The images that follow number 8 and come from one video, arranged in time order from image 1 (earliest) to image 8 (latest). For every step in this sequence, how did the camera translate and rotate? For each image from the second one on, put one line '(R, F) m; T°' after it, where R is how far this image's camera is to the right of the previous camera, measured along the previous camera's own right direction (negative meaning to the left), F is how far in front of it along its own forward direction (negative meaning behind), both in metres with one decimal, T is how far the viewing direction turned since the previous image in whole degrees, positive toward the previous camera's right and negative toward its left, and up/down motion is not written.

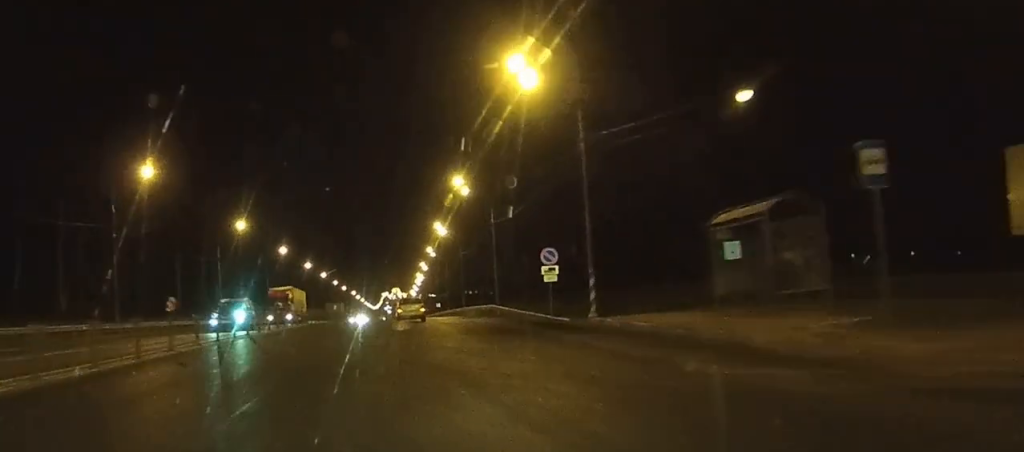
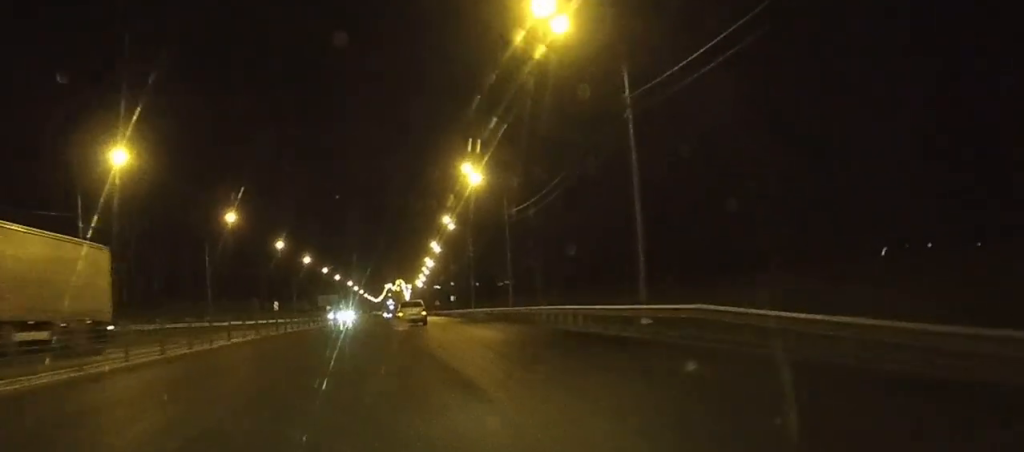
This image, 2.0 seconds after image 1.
(-0.3, +42.5) m; 0°
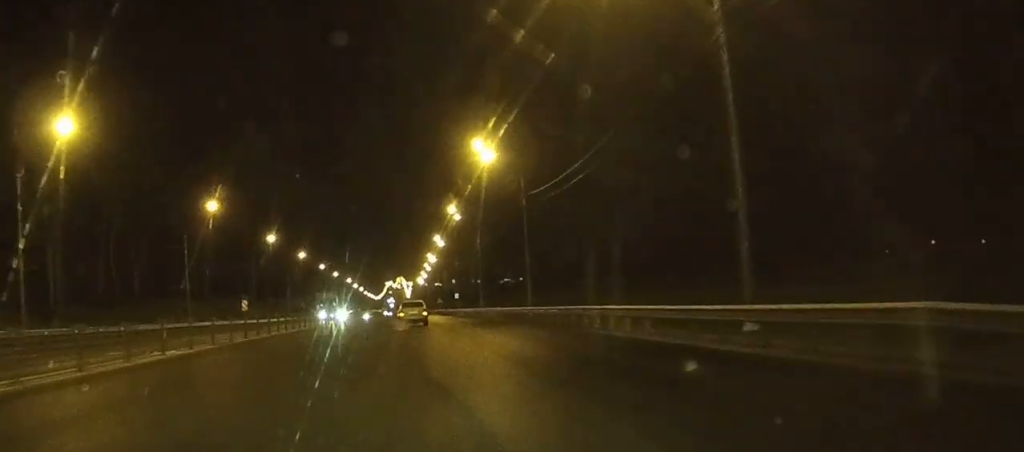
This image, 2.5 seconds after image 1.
(0.0, +9.0) m; 0°
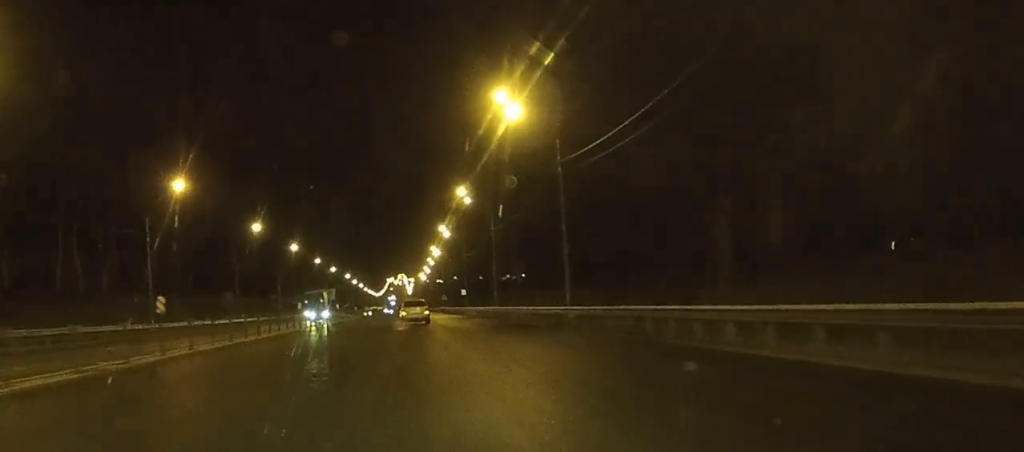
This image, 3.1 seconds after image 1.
(0.0, +12.5) m; 0°
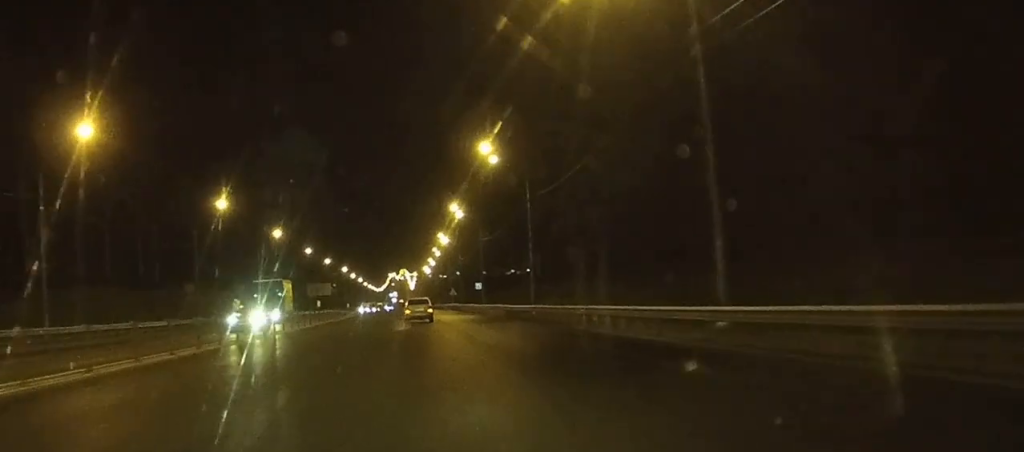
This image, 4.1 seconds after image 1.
(0.0, +20.8) m; 0°
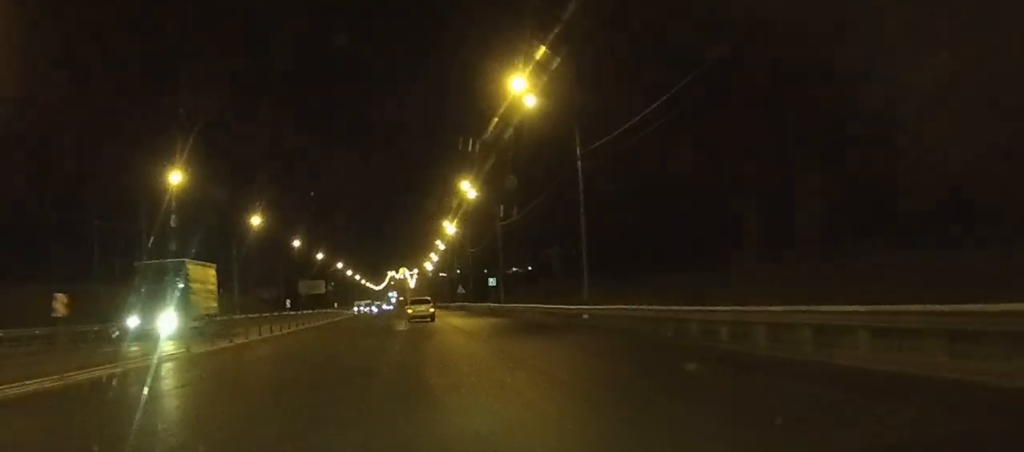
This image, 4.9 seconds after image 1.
(0.0, +16.7) m; 0°
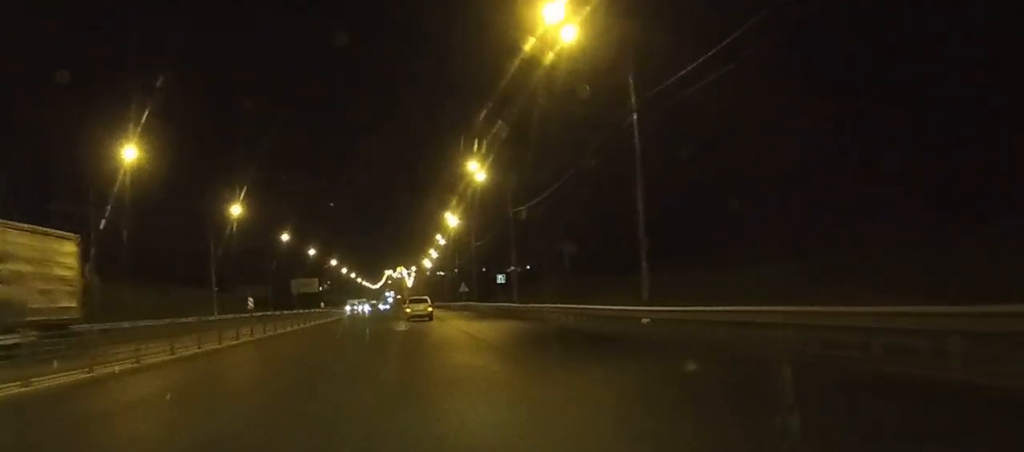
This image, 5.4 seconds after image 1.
(-0.1, +10.5) m; 0°
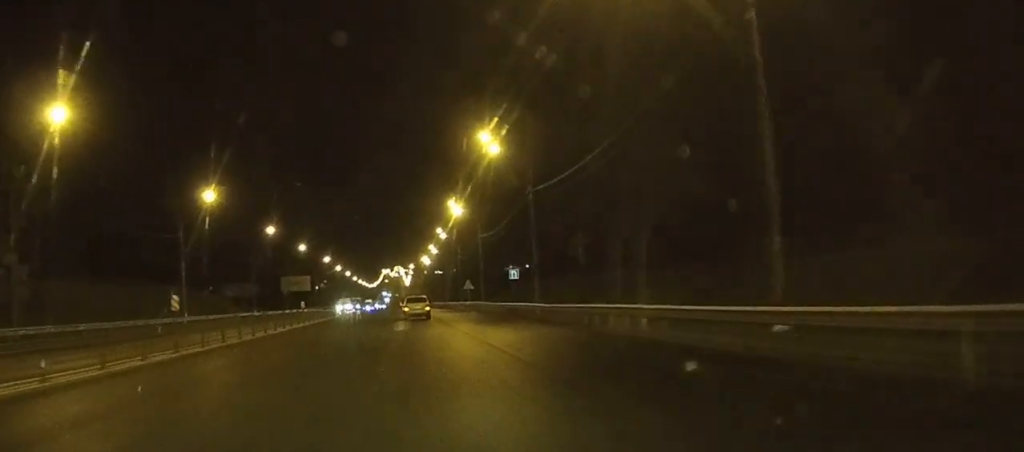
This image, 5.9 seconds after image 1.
(0.0, +11.3) m; 0°
